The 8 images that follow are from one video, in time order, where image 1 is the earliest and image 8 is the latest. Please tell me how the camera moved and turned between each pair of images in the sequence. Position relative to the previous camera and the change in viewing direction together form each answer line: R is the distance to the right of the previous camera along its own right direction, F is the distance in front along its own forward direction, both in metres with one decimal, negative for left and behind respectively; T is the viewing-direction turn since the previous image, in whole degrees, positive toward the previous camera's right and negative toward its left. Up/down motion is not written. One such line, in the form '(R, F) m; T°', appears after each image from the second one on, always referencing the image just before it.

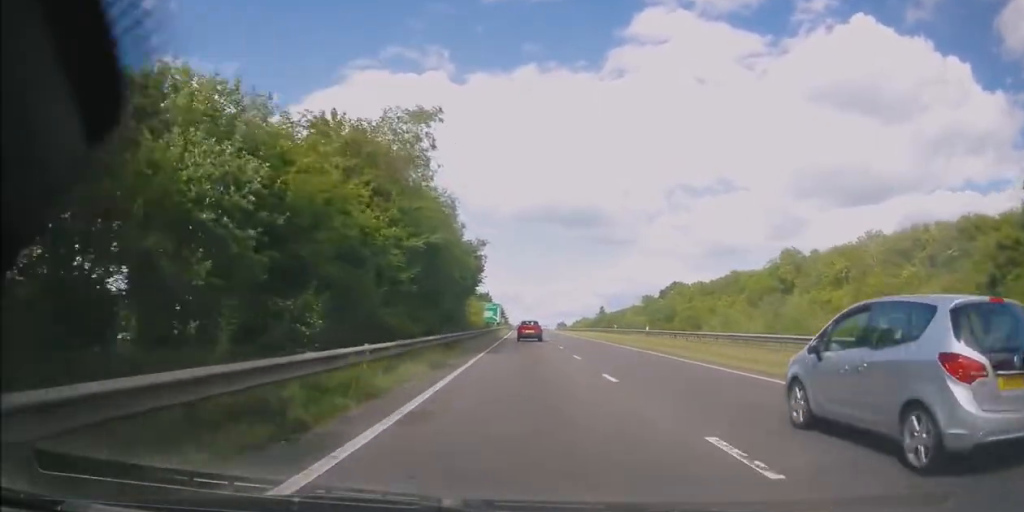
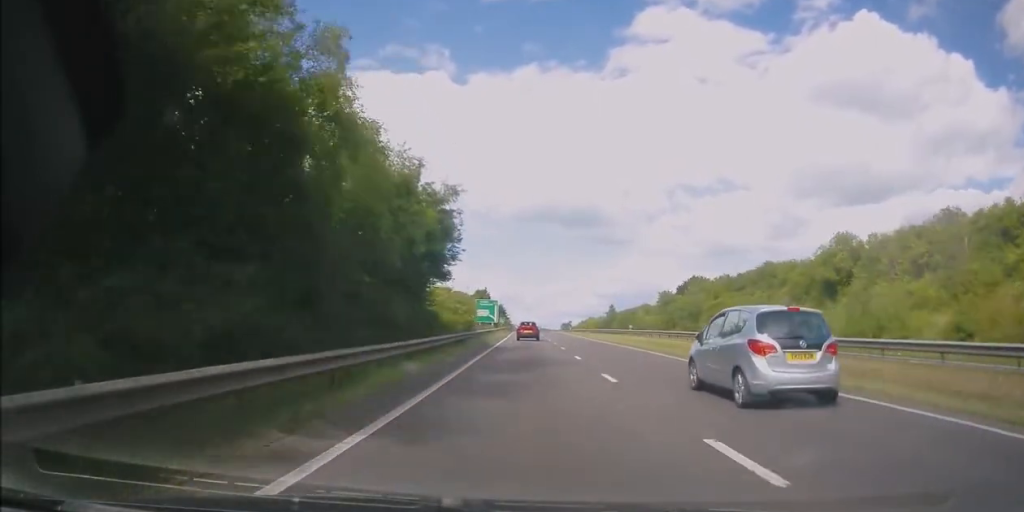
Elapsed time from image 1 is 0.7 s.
(-0.1, +17.9) m; 0°
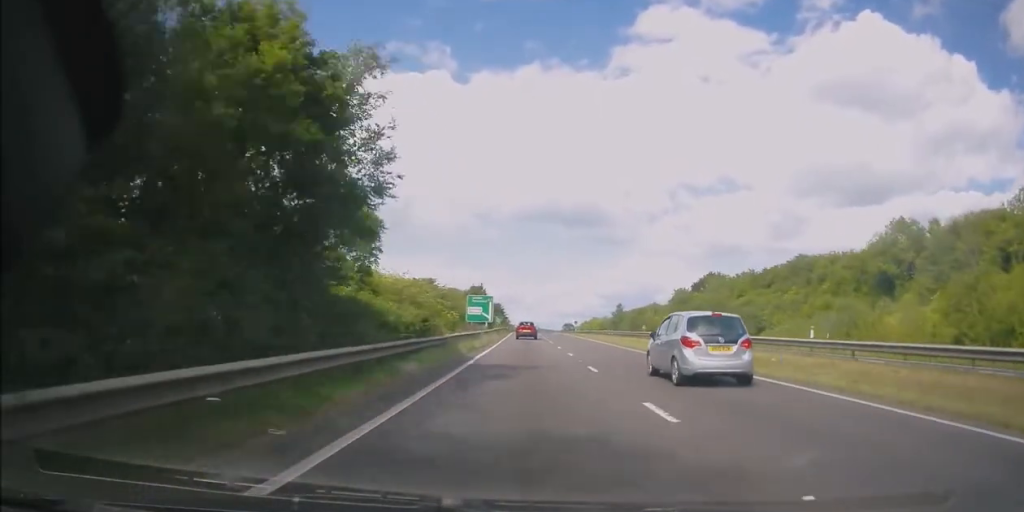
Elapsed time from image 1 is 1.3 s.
(-0.1, +14.5) m; 0°
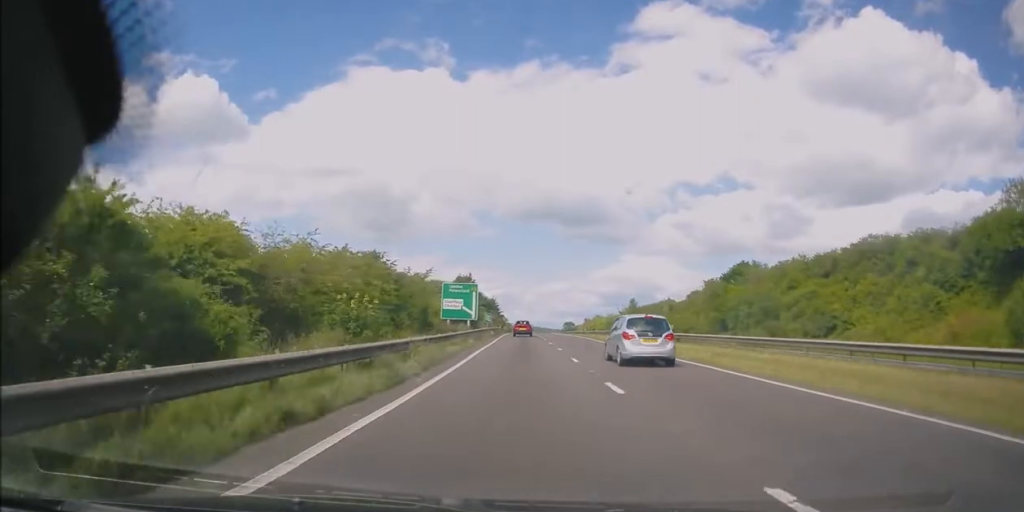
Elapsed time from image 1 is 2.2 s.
(0.0, +23.0) m; +1°
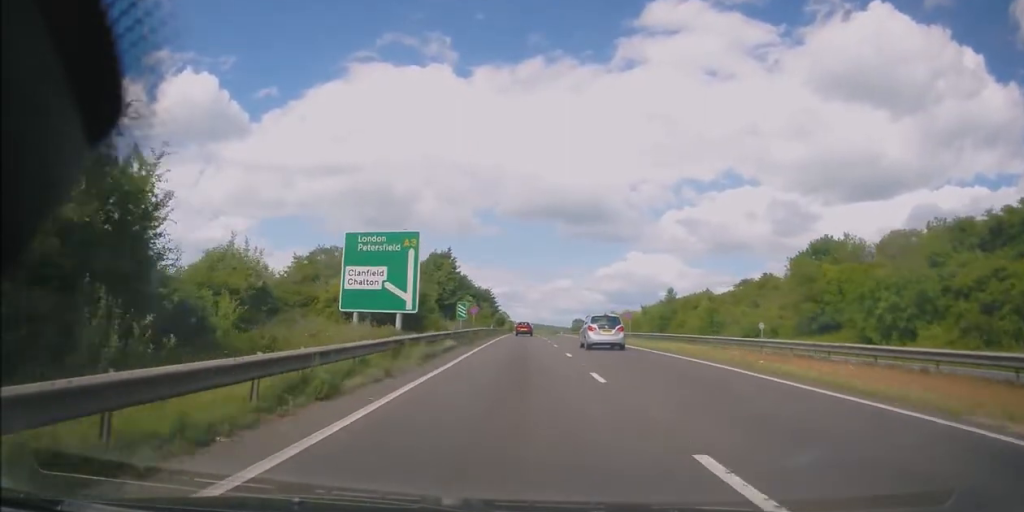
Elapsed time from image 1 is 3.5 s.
(+0.2, +34.0) m; 0°
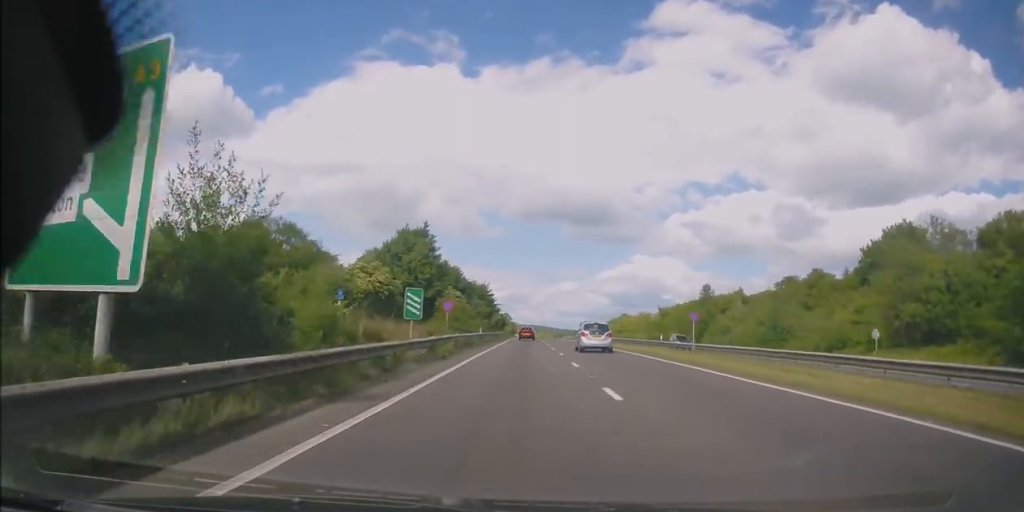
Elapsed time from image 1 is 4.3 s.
(-0.2, +19.6) m; 0°
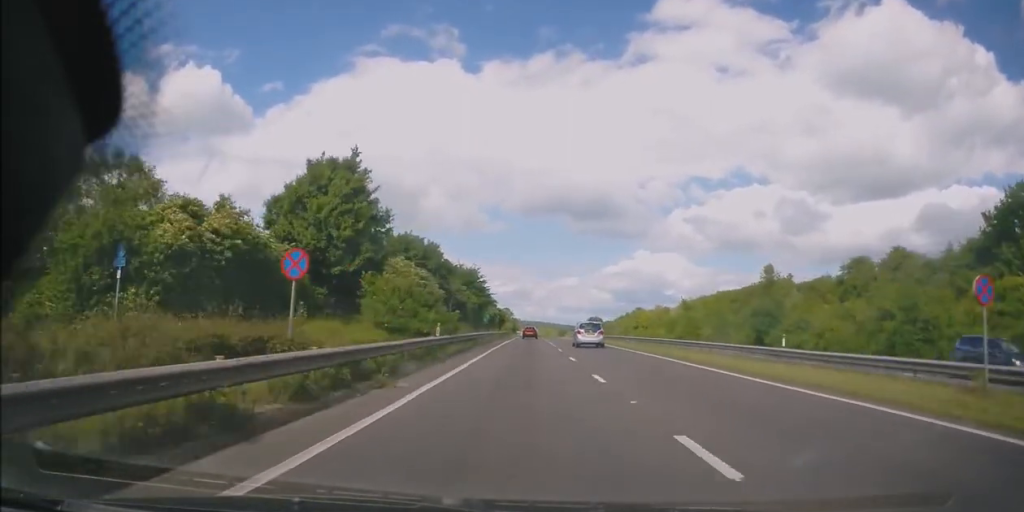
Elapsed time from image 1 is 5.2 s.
(0.0, +23.0) m; 0°
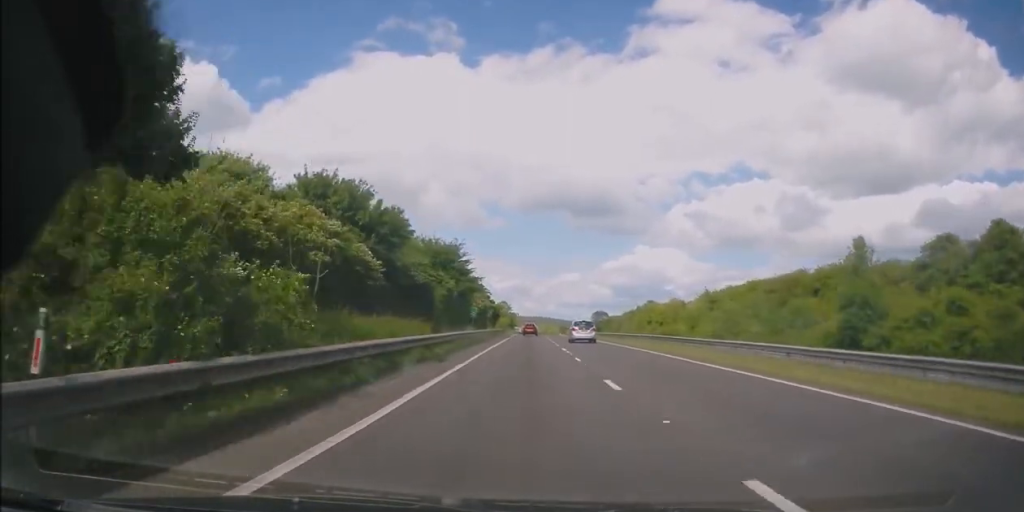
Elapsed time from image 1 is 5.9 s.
(0.0, +19.7) m; 0°
